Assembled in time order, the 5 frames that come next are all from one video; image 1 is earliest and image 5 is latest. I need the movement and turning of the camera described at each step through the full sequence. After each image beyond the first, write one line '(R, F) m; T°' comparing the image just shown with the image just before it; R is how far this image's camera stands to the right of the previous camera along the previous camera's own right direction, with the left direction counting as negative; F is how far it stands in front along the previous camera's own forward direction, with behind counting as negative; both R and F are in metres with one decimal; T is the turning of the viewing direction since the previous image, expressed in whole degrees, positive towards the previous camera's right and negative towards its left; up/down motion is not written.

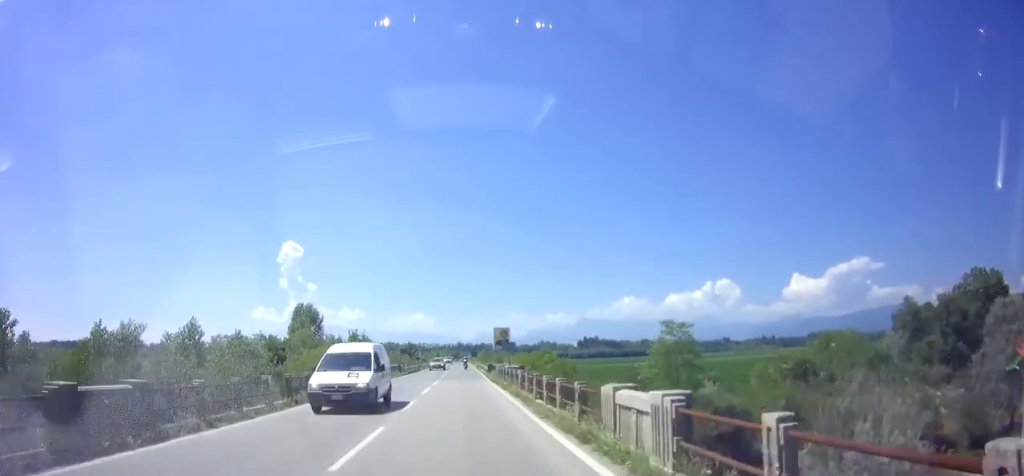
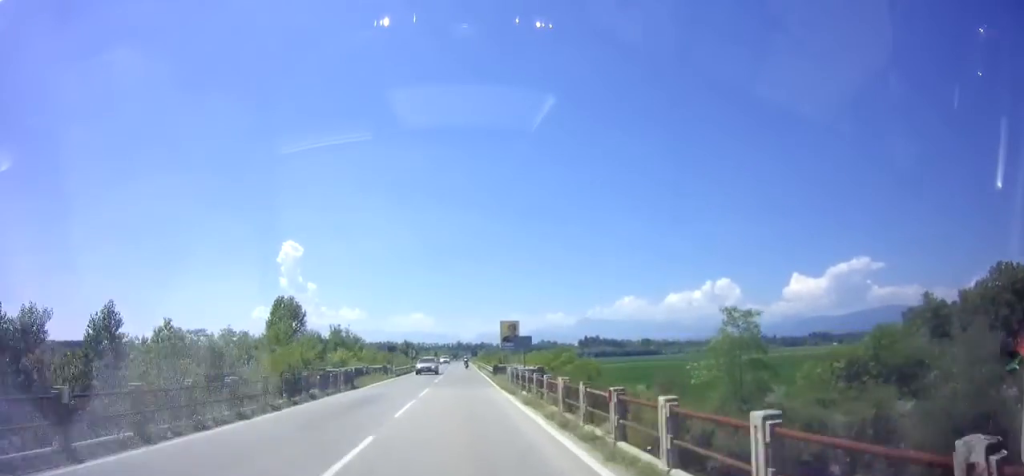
(0.0, +8.6) m; 0°
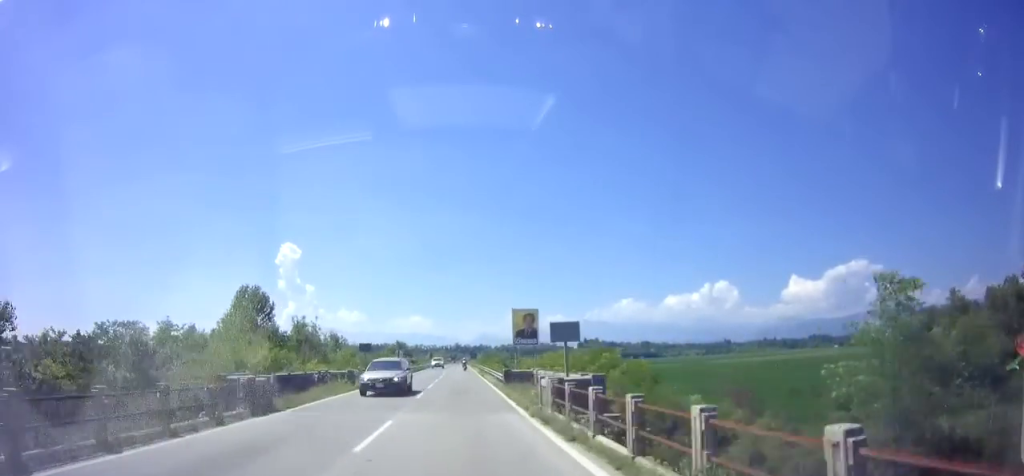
(0.0, +11.6) m; 0°
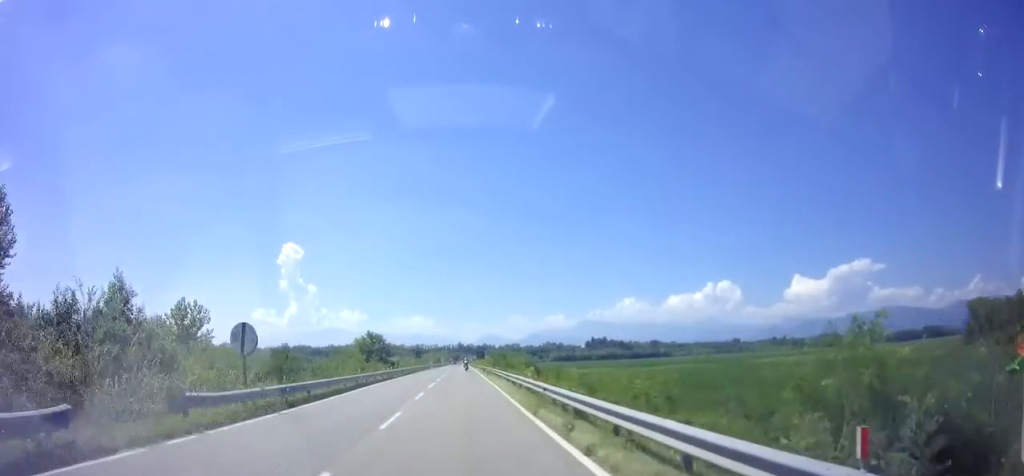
(+0.3, +38.8) m; +1°
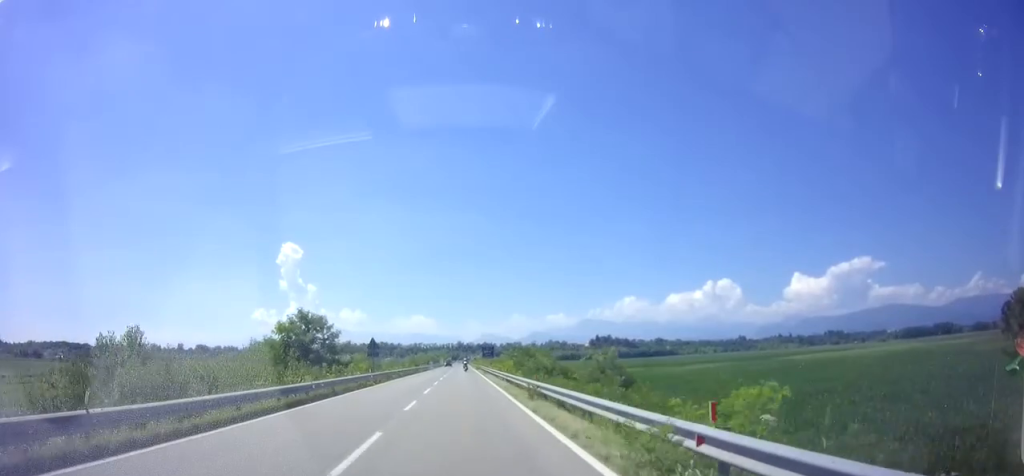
(-0.4, +34.4) m; 0°
